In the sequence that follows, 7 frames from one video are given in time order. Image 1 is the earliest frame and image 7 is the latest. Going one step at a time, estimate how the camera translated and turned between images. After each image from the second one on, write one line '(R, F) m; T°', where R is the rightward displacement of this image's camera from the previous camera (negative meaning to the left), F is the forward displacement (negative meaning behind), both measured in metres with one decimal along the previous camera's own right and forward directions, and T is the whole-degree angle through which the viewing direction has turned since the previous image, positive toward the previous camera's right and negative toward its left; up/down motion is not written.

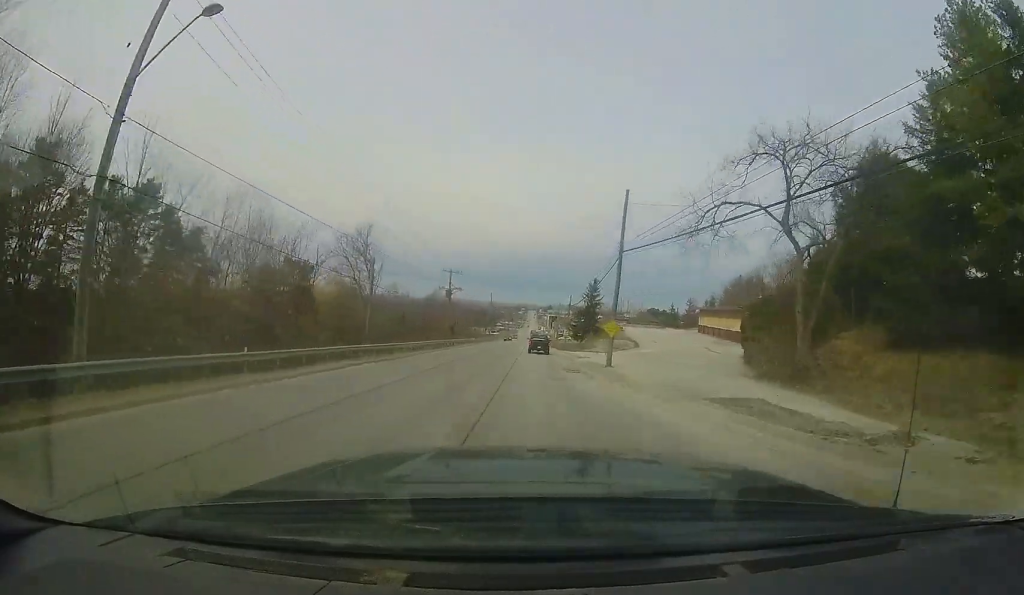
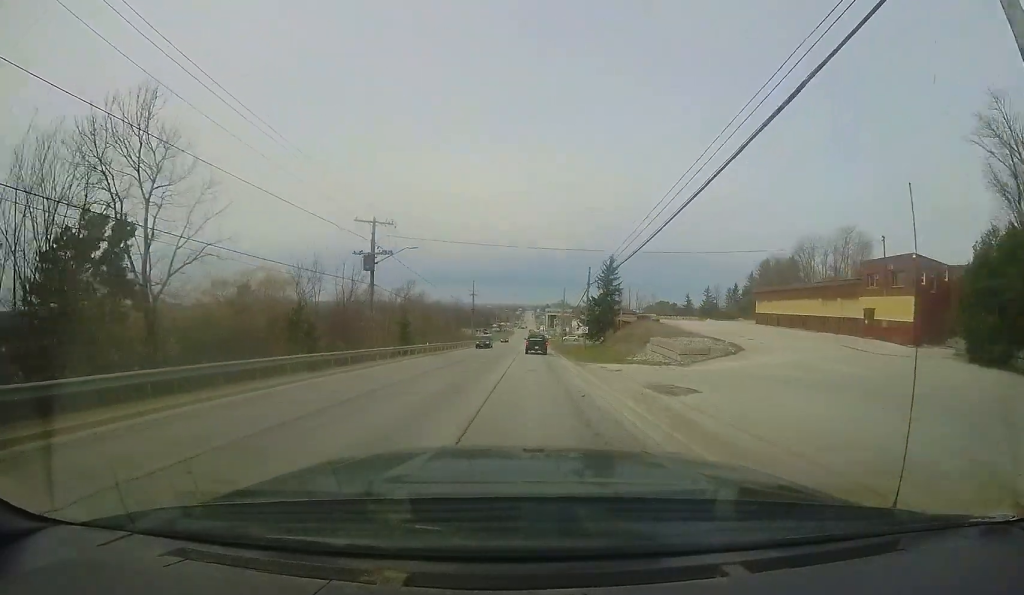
(+1.0, +23.4) m; +1°
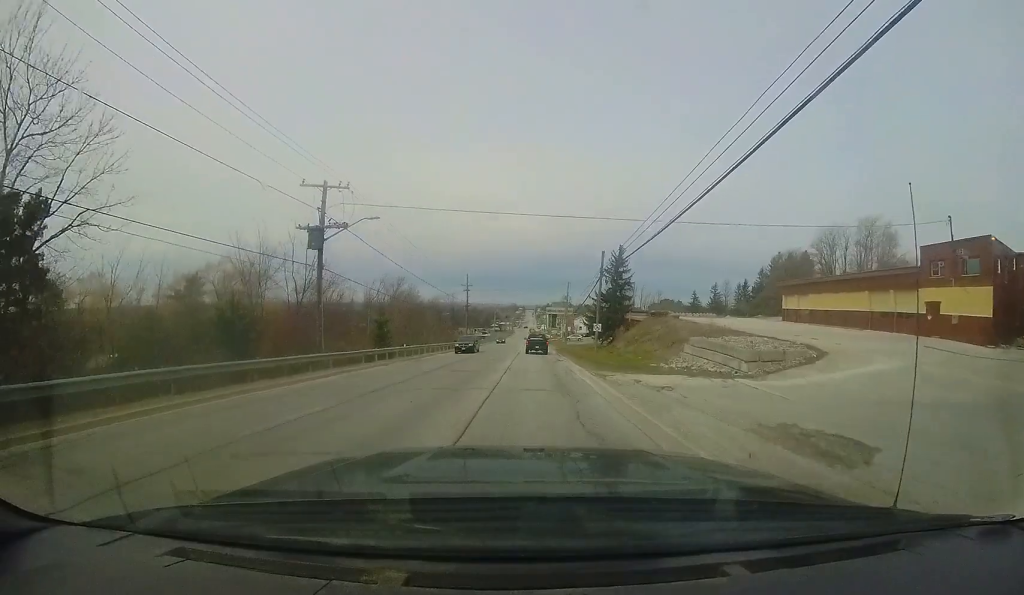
(-0.1, +7.1) m; -1°
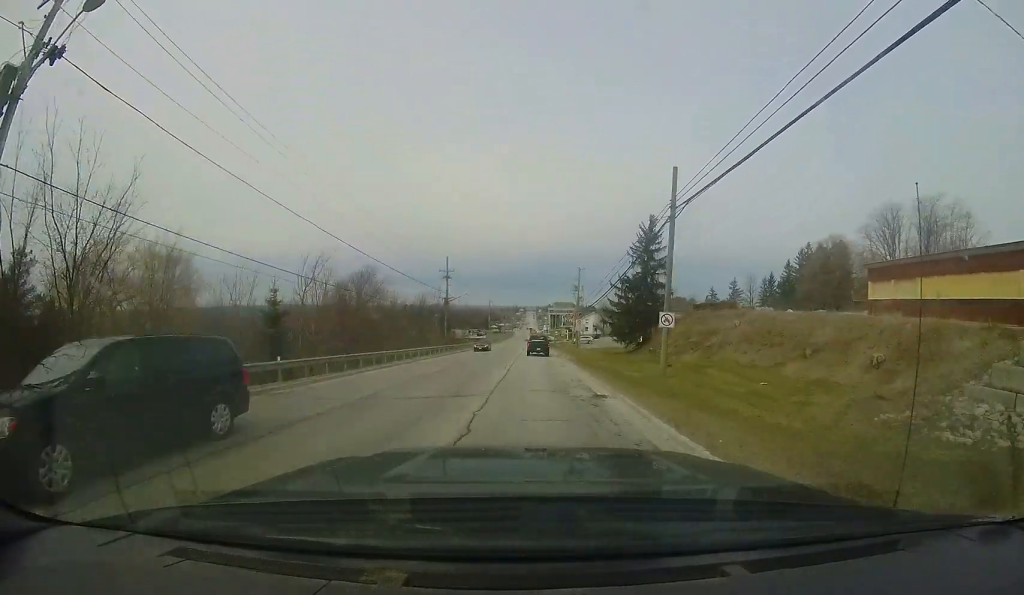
(0.0, +15.9) m; +1°
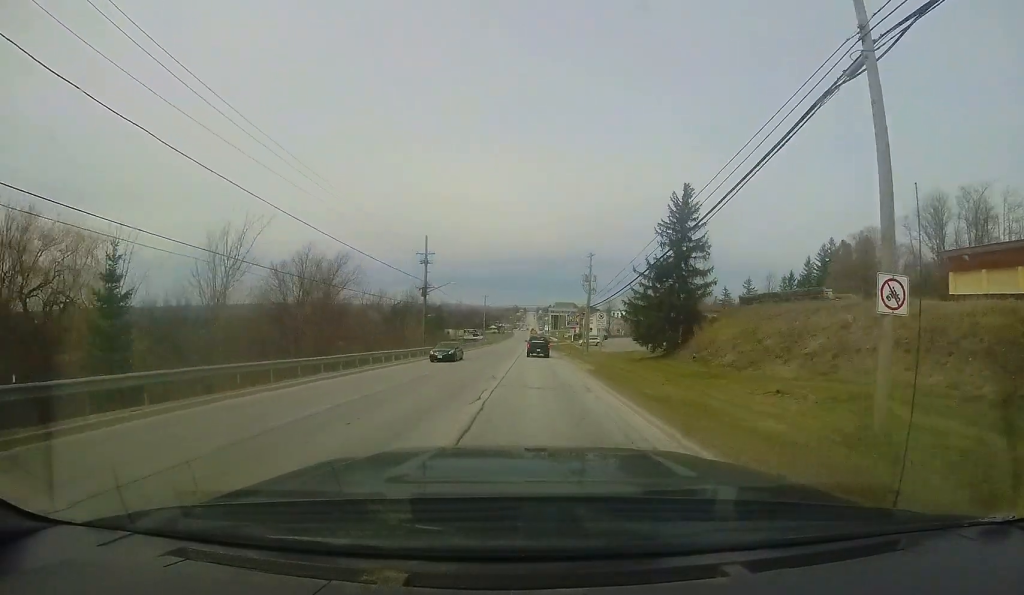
(+0.2, +9.9) m; 0°
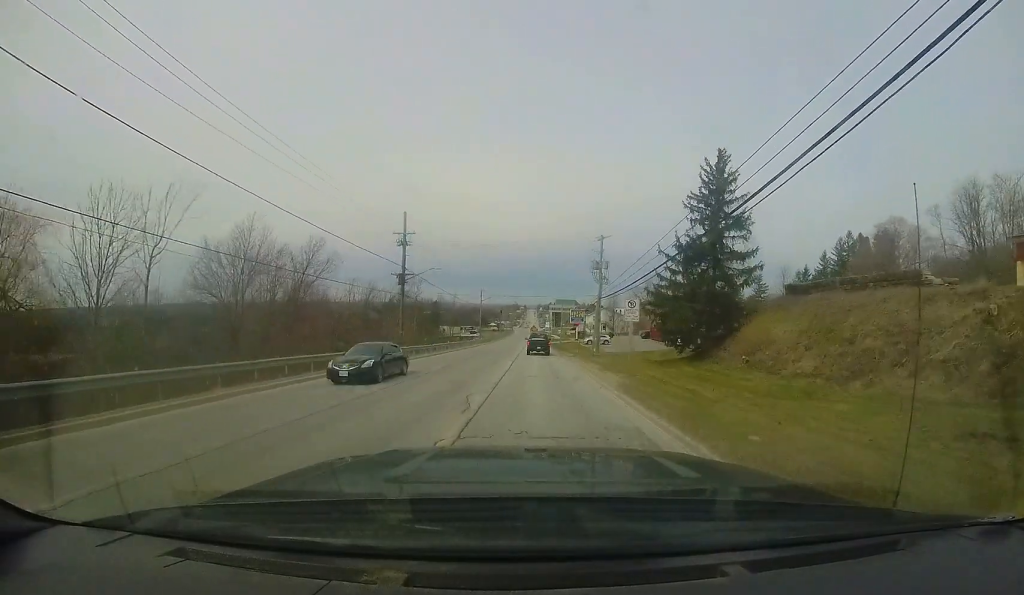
(0.0, +6.6) m; 0°
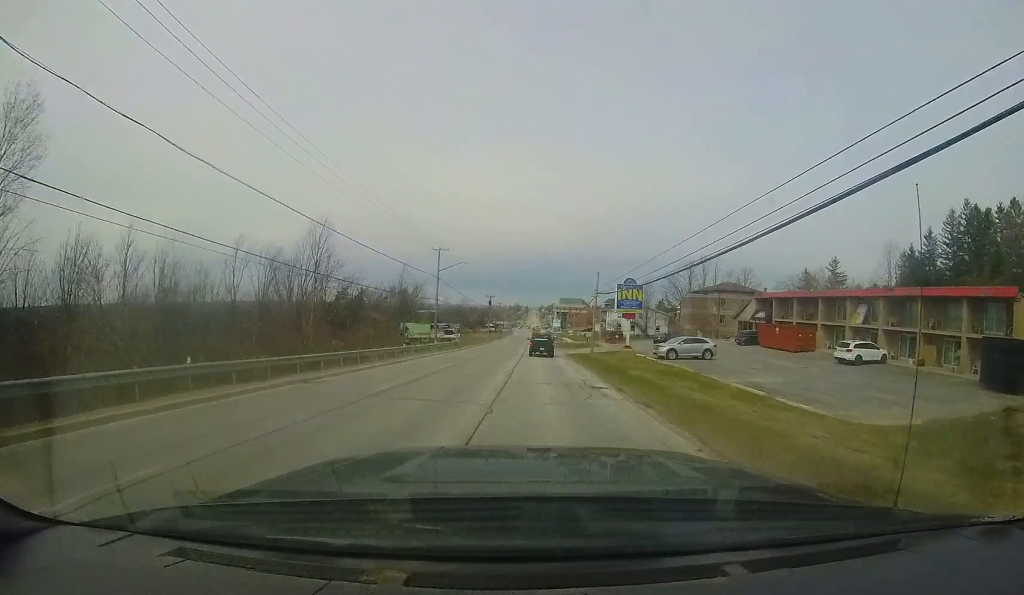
(-1.4, +36.7) m; -3°
